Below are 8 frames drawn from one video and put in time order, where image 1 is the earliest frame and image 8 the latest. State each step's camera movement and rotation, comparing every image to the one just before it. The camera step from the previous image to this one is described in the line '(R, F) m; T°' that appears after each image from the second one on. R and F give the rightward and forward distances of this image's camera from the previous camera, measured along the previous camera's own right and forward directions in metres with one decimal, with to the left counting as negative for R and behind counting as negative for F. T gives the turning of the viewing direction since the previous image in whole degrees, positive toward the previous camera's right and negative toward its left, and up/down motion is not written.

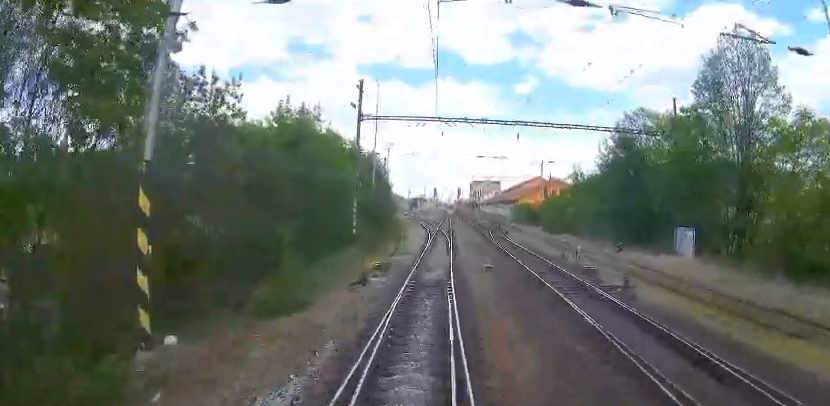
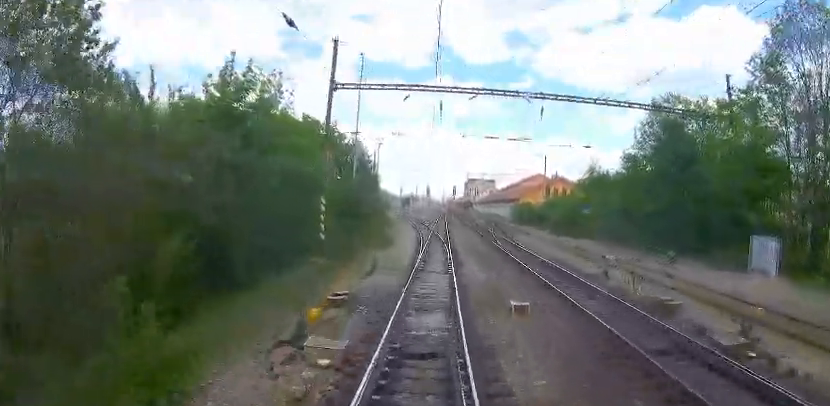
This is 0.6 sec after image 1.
(0.0, +7.2) m; +1°
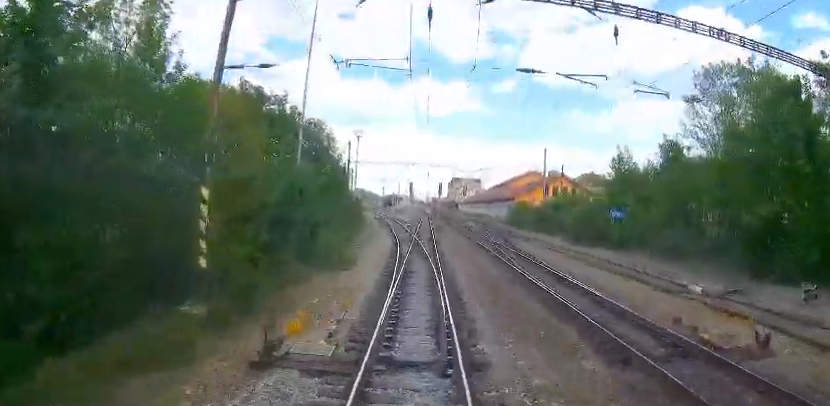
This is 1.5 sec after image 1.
(+0.2, +10.4) m; -1°
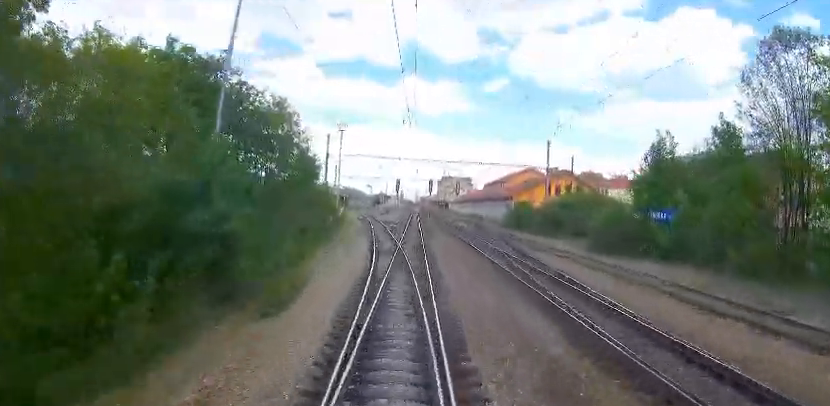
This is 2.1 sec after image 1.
(-0.2, +8.1) m; 0°
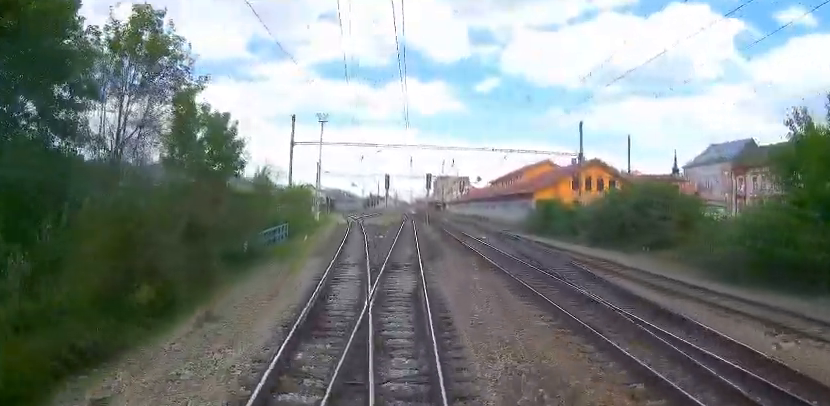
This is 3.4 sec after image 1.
(+0.1, +15.4) m; +4°
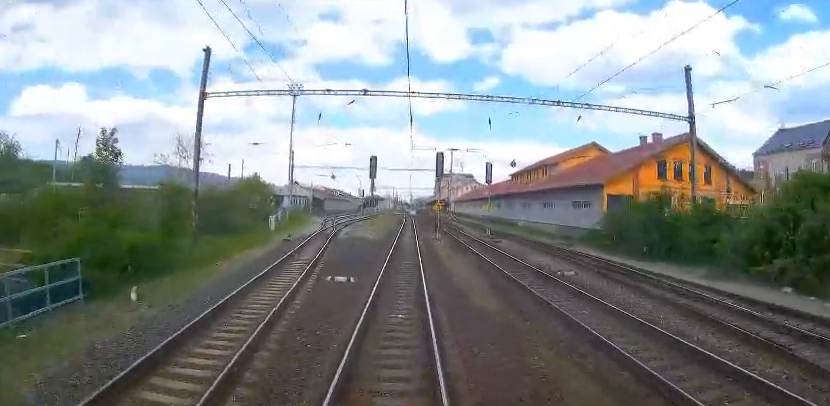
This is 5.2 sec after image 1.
(+0.6, +21.2) m; +1°
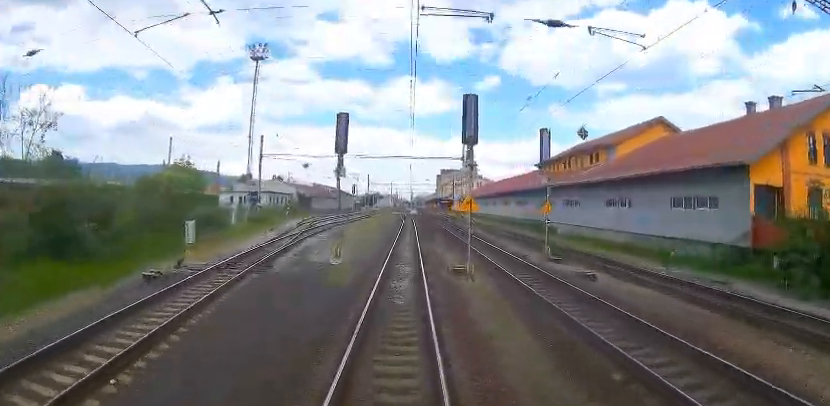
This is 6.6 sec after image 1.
(+0.3, +17.1) m; 0°
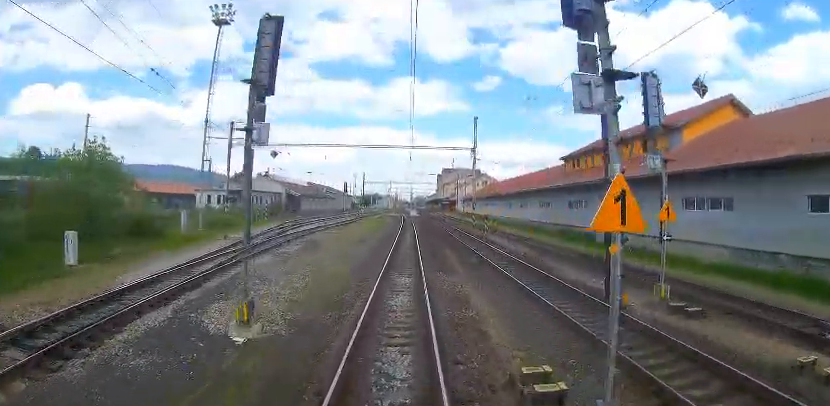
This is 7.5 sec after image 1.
(-0.6, +11.2) m; -2°
